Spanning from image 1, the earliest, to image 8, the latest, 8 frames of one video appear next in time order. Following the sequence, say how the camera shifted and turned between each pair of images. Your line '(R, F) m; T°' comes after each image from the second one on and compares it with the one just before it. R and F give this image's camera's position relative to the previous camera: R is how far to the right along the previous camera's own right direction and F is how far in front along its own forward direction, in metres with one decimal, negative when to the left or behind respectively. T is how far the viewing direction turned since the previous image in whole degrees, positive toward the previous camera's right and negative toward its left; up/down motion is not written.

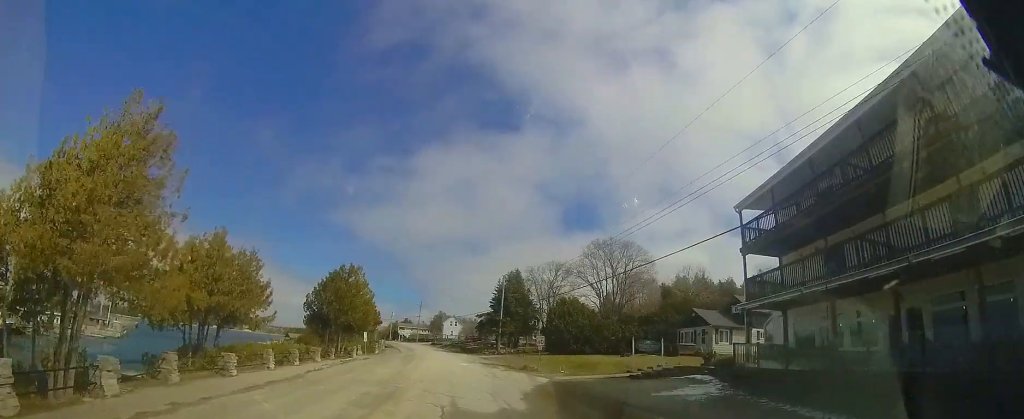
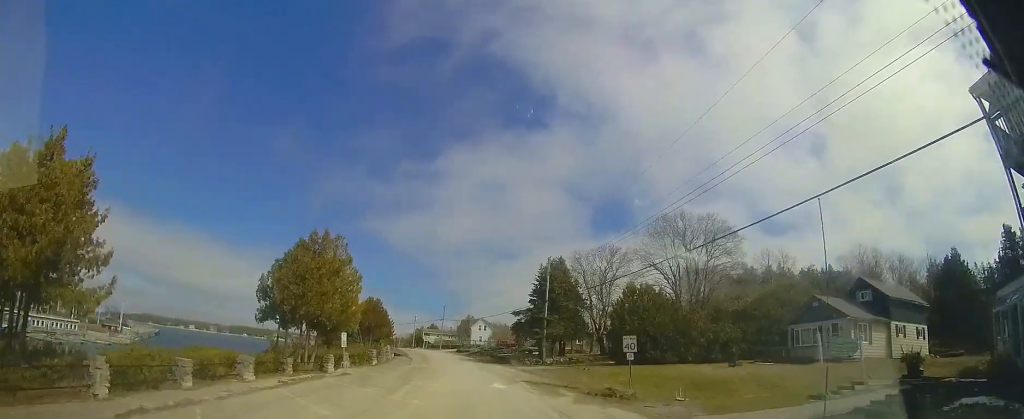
(-0.6, +10.9) m; -6°
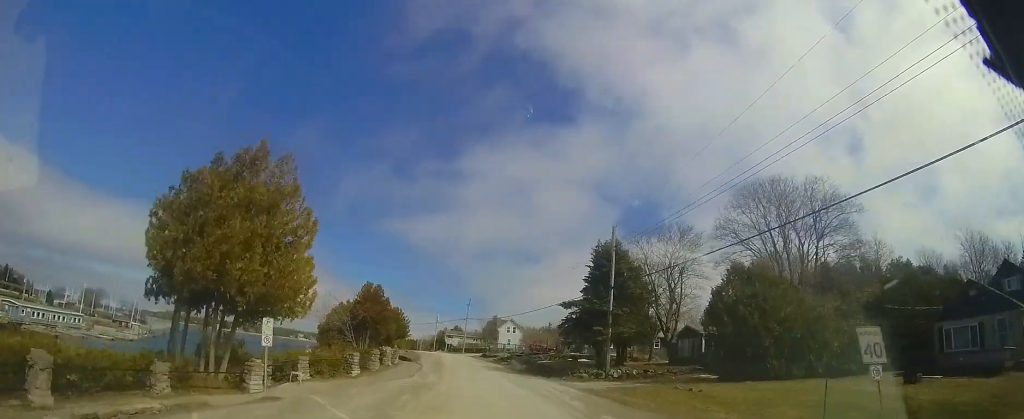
(-0.5, +9.4) m; -2°
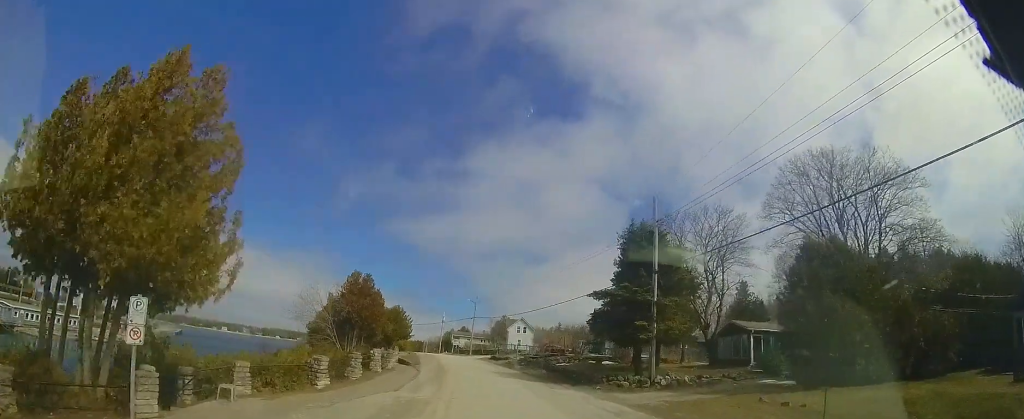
(+0.2, +4.6) m; -1°
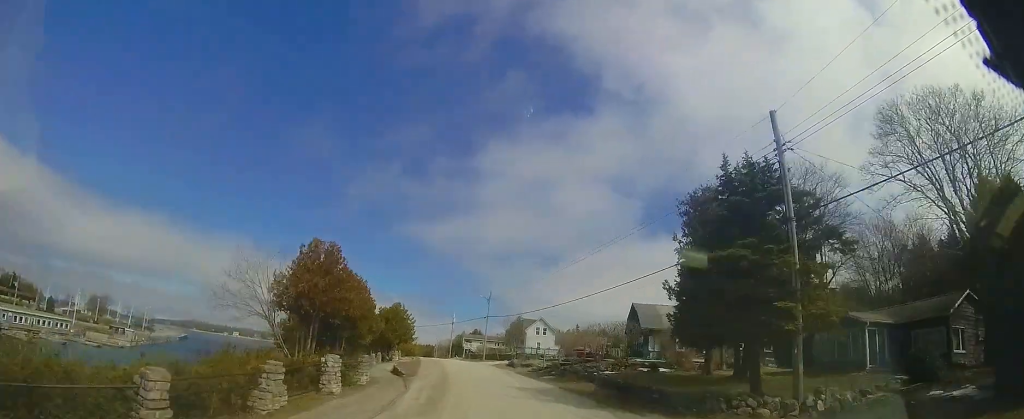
(-0.2, +7.8) m; -2°
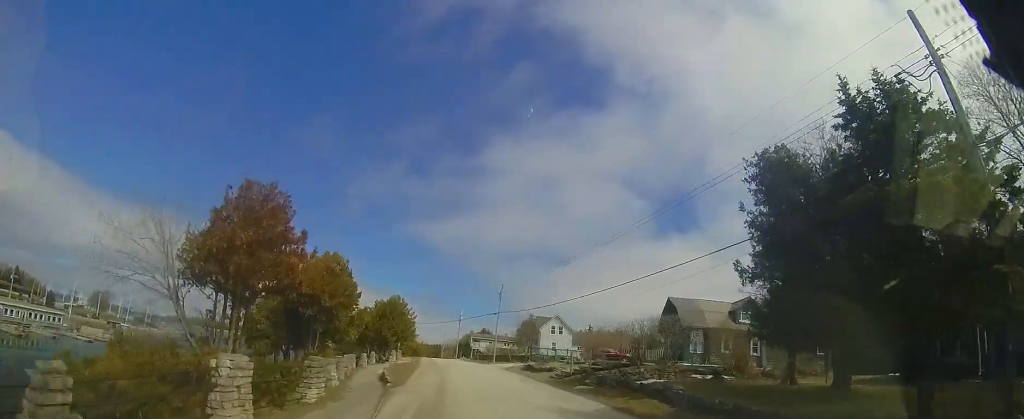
(-0.2, +5.7) m; -1°
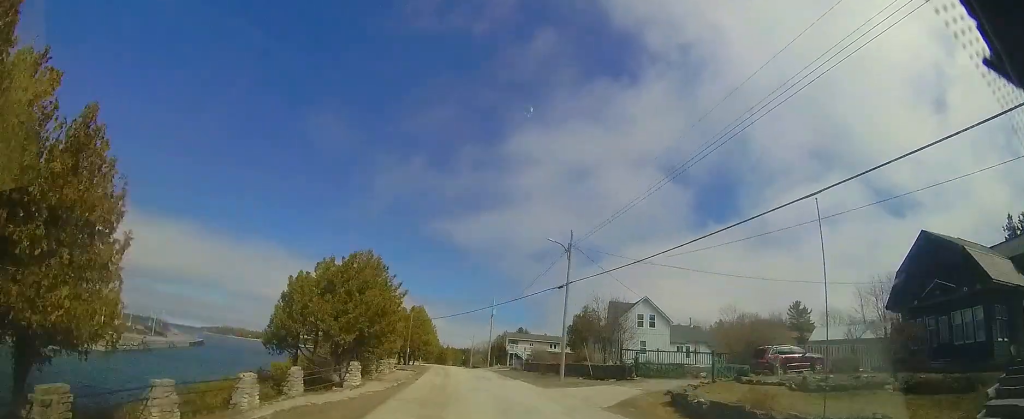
(-1.7, +20.1) m; -10°
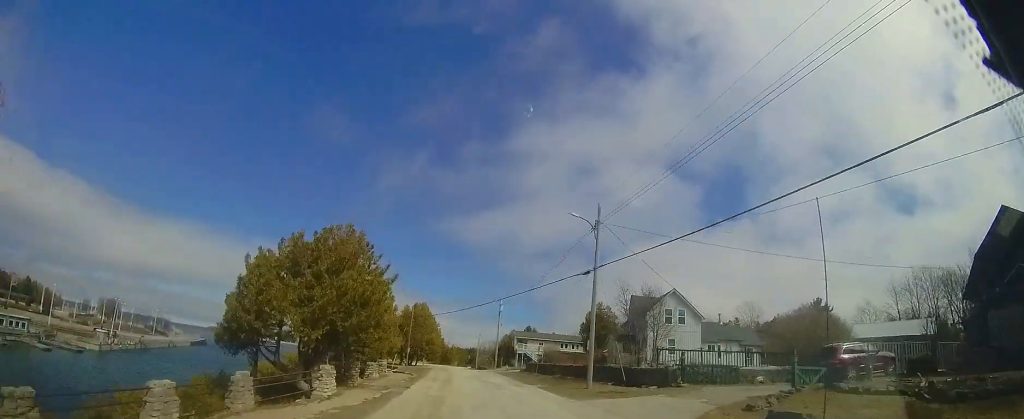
(0.0, +4.1) m; 0°
